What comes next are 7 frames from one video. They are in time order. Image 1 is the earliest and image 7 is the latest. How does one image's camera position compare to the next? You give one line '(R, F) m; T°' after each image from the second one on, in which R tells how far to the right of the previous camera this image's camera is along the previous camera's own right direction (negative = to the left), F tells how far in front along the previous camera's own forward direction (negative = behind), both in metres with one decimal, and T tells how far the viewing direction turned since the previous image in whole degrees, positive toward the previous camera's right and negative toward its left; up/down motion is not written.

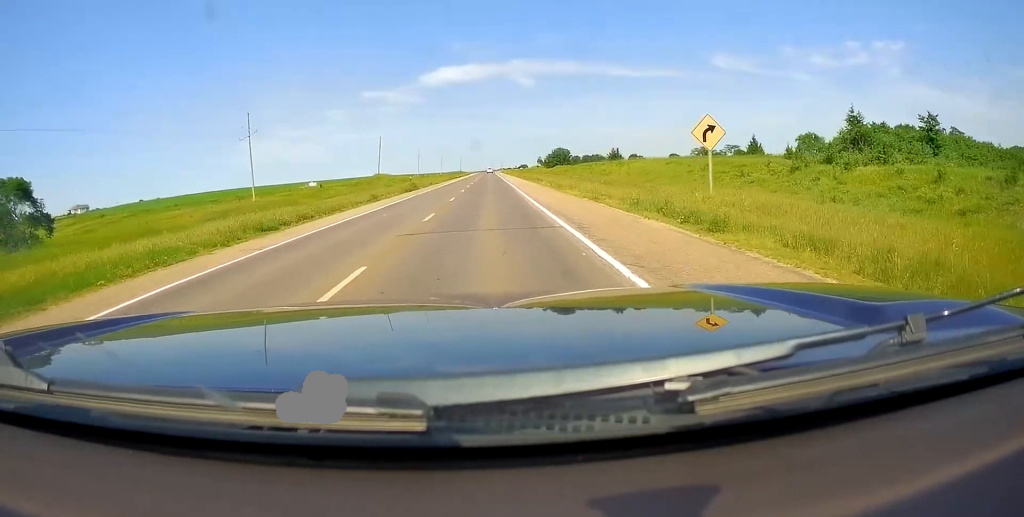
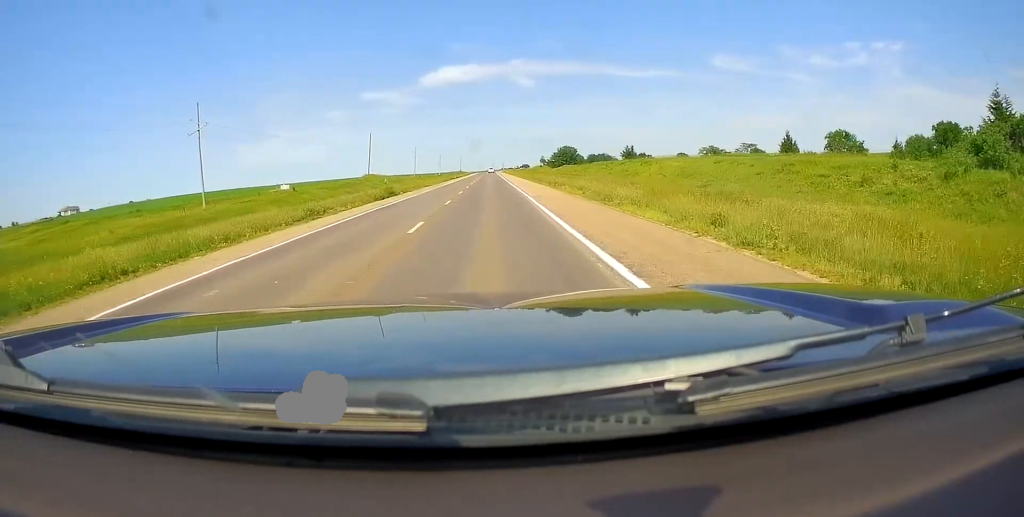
(0.0, +15.9) m; 0°
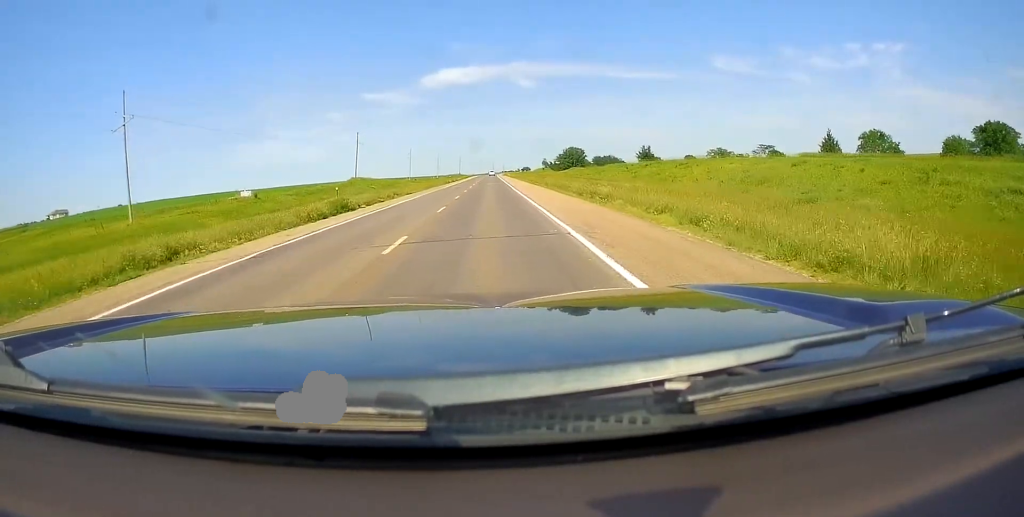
(0.0, +15.8) m; -1°
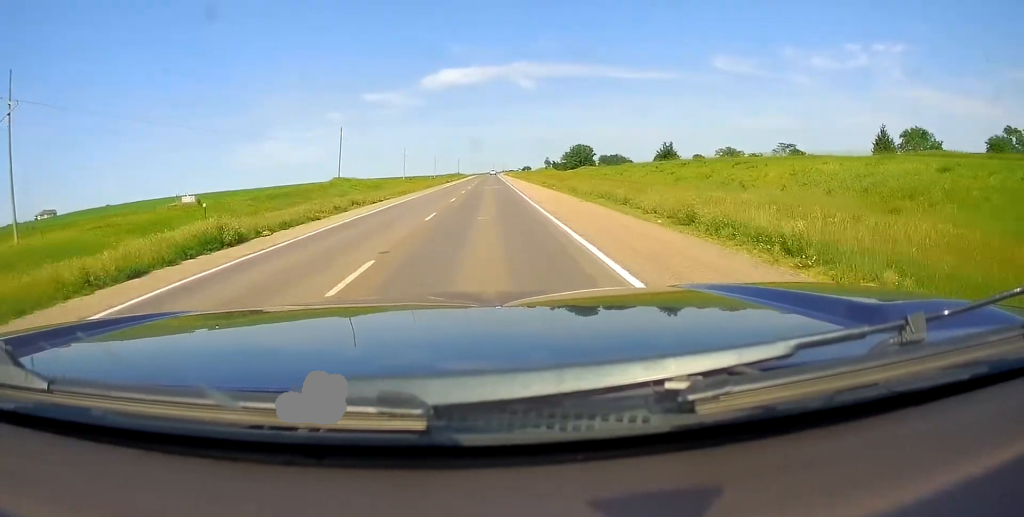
(+0.1, +16.3) m; 0°
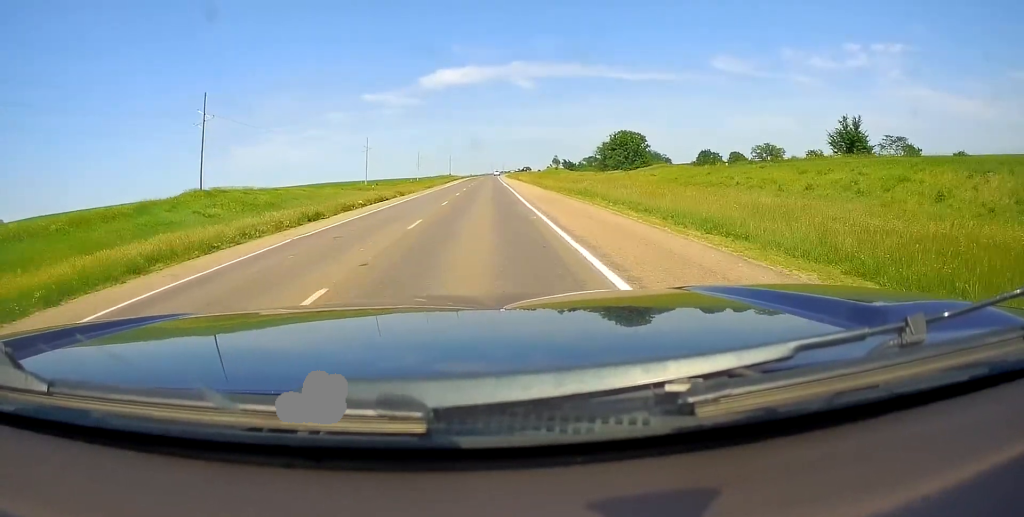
(+0.2, +62.8) m; +1°
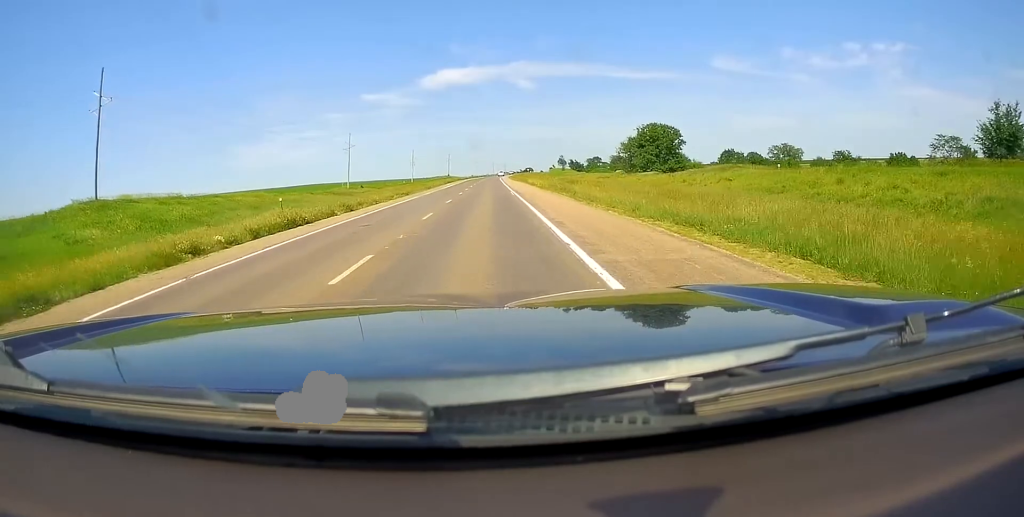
(0.0, +20.7) m; 0°
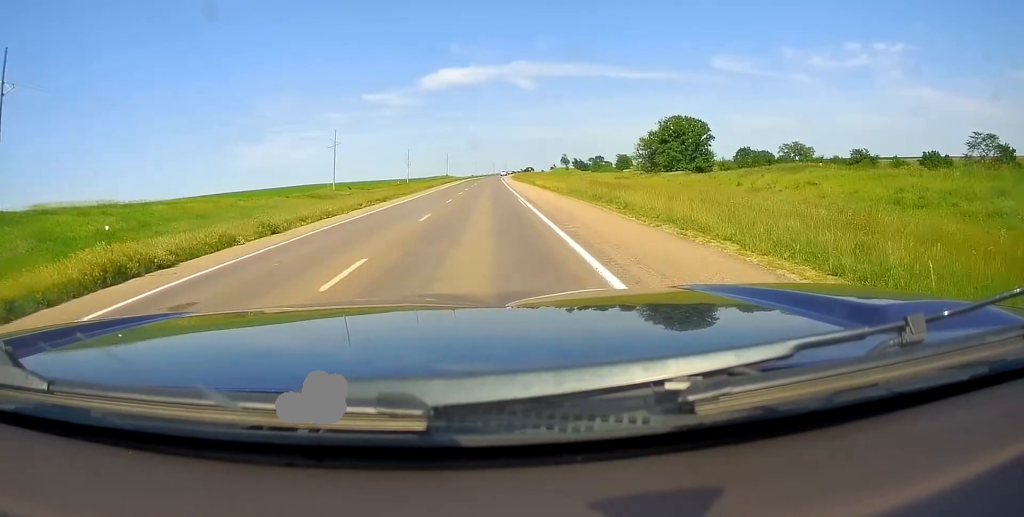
(0.0, +12.6) m; 0°
